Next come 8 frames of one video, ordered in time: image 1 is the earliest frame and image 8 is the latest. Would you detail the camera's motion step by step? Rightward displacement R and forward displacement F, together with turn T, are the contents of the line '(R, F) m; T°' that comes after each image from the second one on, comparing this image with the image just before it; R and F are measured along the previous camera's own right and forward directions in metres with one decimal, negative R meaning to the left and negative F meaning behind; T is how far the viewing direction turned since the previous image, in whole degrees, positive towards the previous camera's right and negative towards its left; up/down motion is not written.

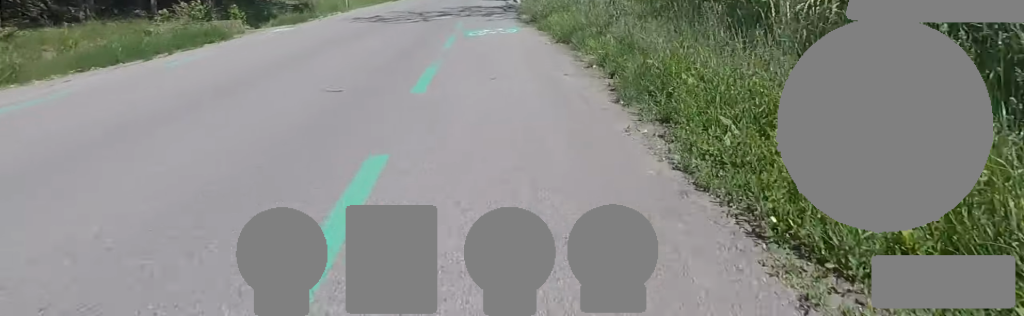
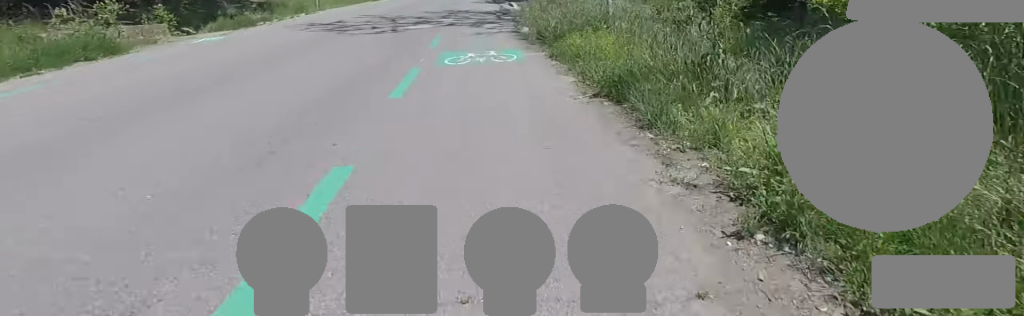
(+0.1, +2.8) m; +2°
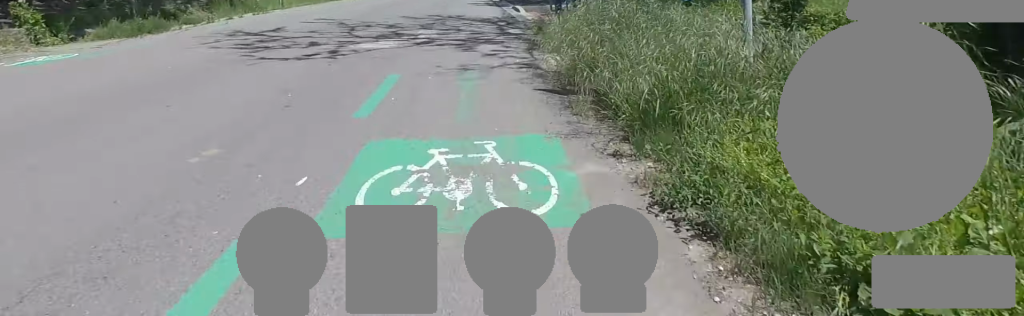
(0.0, +3.3) m; -4°
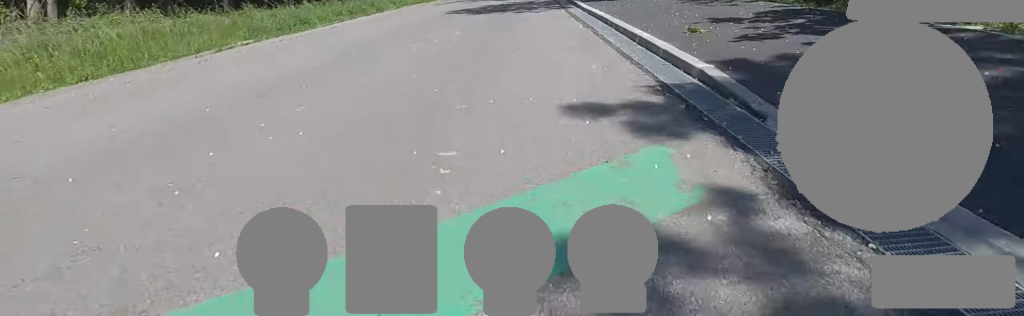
(-0.9, +16.1) m; -2°
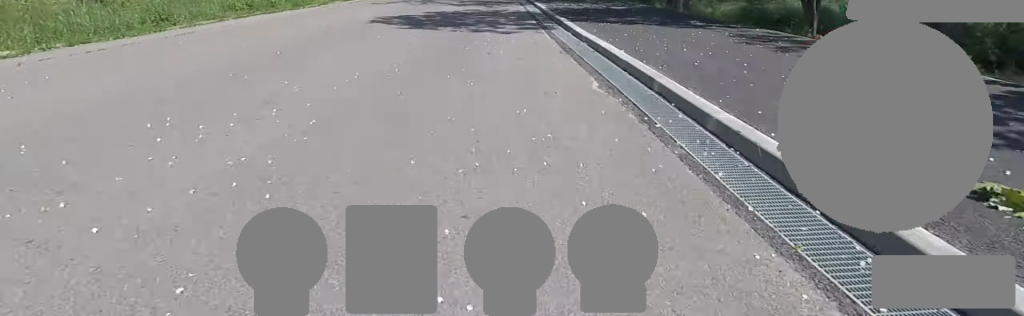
(-0.1, +4.3) m; -3°
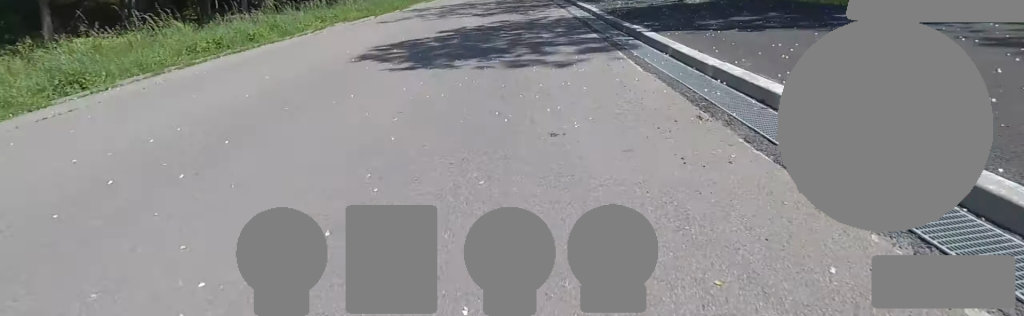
(-0.1, +3.2) m; -1°
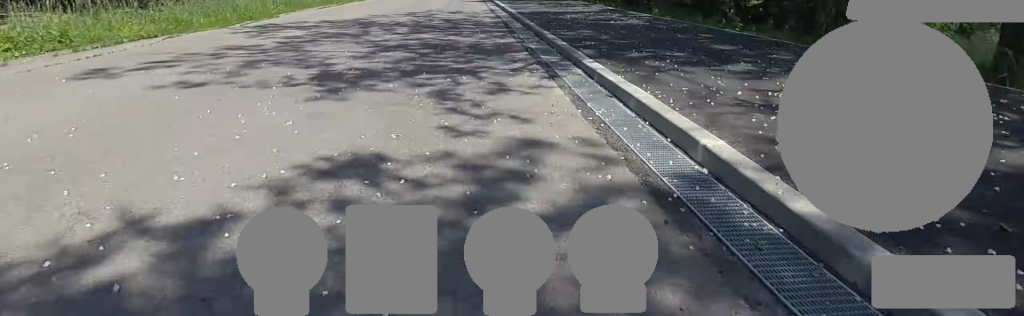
(+1.1, +7.5) m; +14°
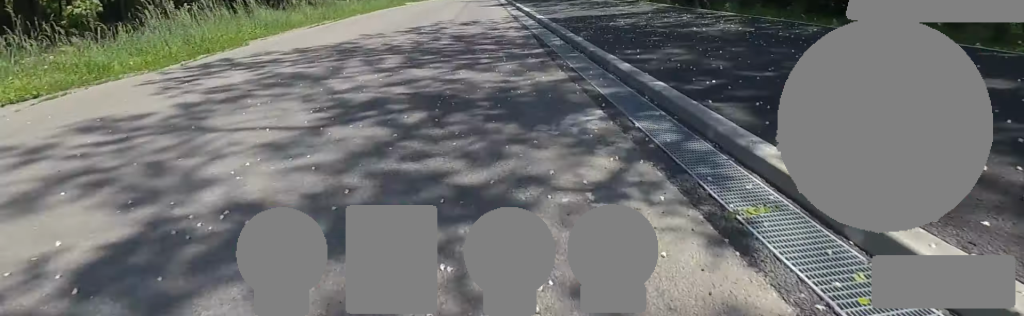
(+0.8, +2.8) m; 0°
